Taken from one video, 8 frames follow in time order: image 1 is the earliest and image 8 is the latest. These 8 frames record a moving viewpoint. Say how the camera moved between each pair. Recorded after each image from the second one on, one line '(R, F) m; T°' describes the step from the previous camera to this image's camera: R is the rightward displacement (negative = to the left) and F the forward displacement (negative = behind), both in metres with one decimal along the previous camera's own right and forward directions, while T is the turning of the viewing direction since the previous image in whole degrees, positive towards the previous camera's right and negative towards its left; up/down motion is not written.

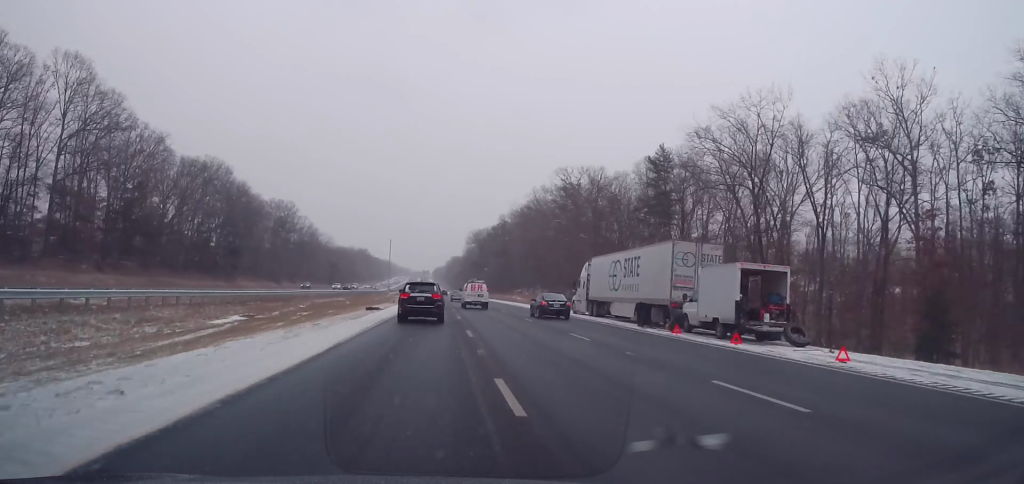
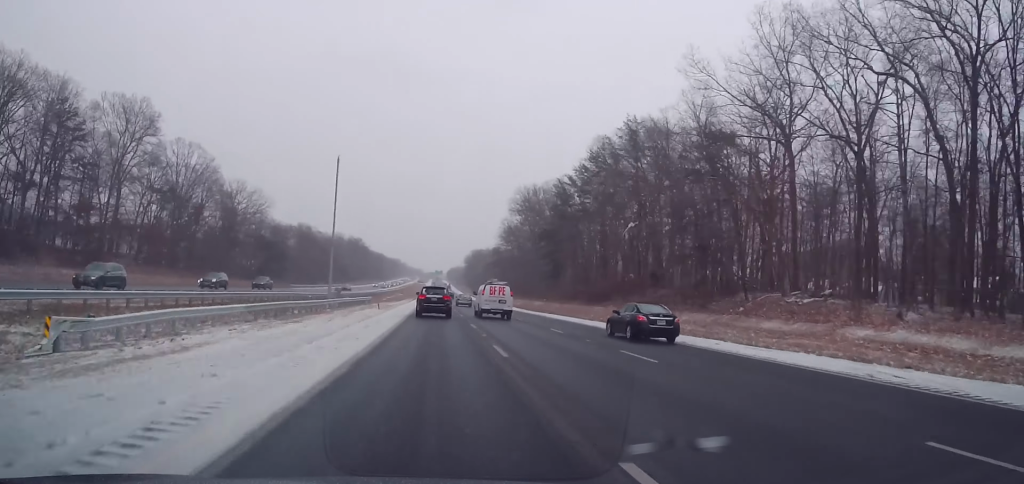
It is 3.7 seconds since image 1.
(-2.0, +115.9) m; -1°
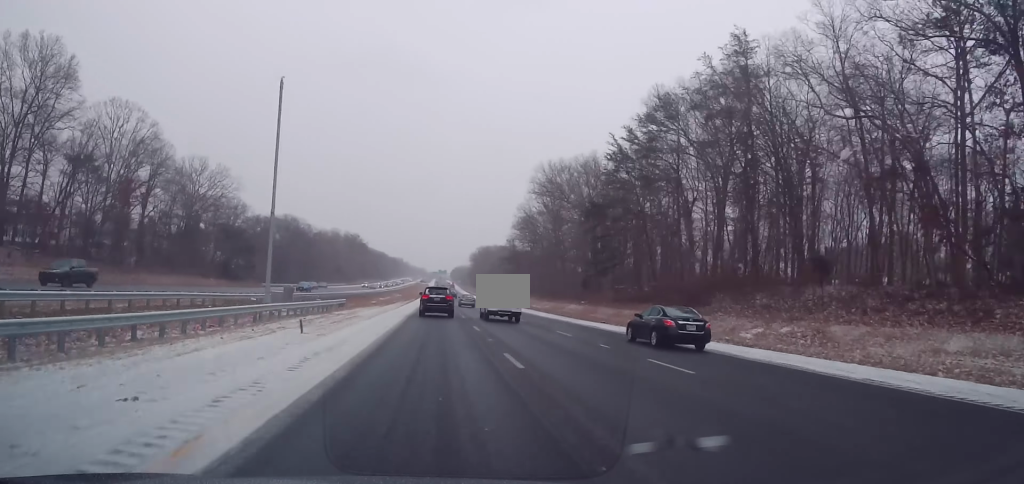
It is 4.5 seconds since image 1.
(0.0, +26.2) m; 0°
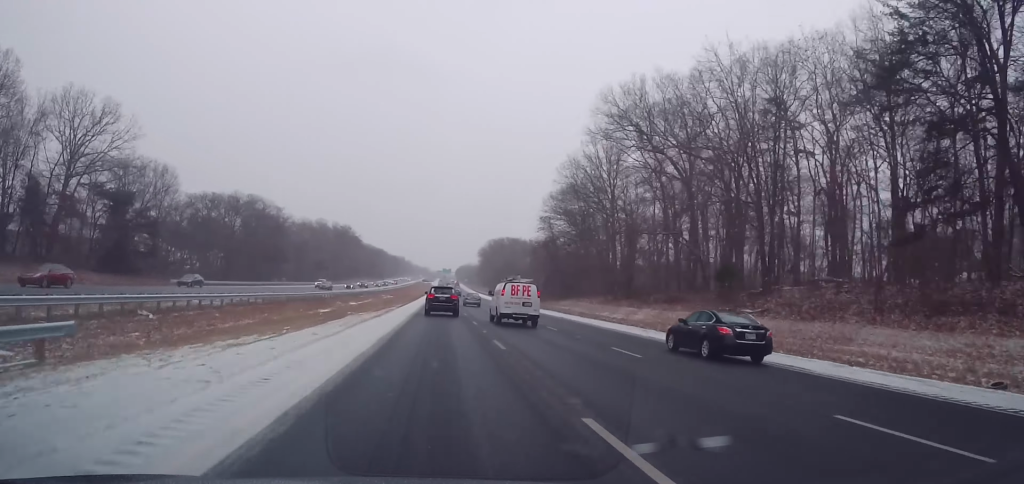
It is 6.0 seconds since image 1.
(+0.1, +45.2) m; 0°
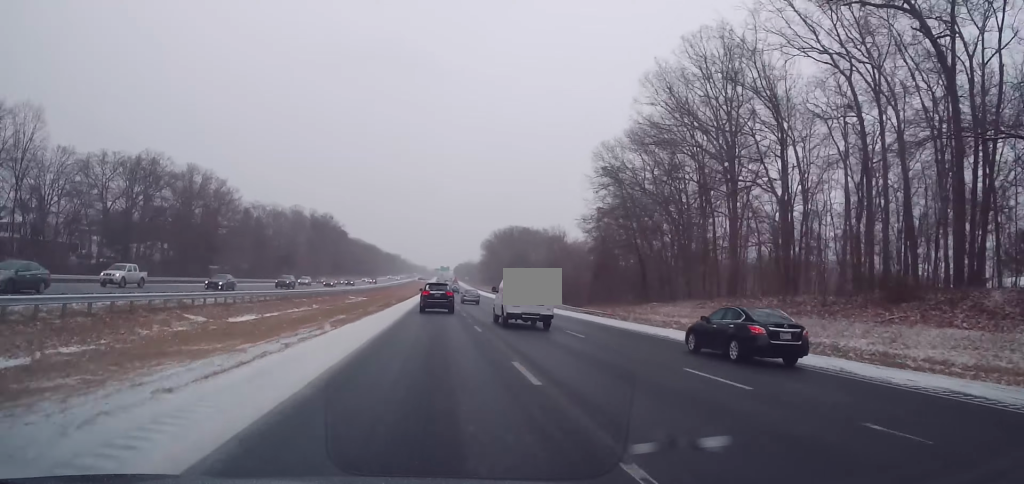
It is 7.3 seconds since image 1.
(-0.1, +39.6) m; 0°
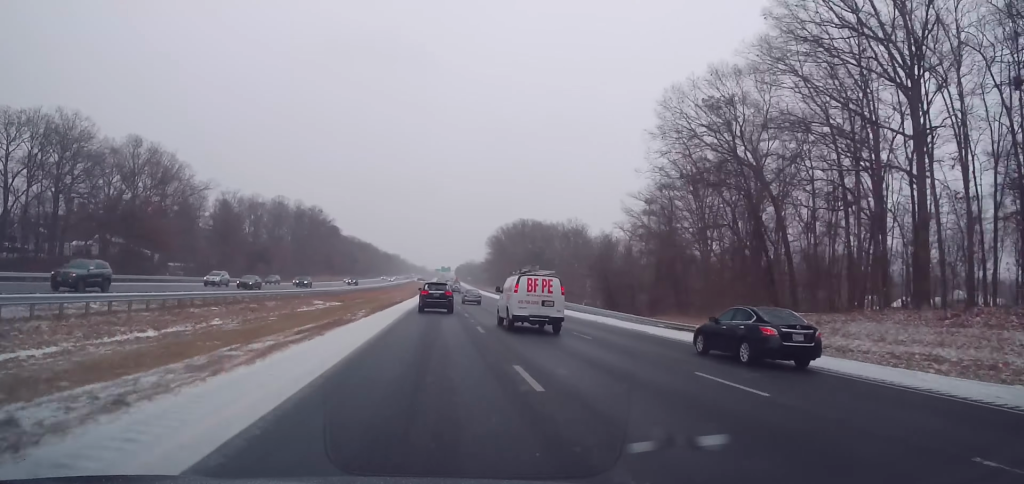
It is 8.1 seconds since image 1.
(0.0, +24.9) m; 0°
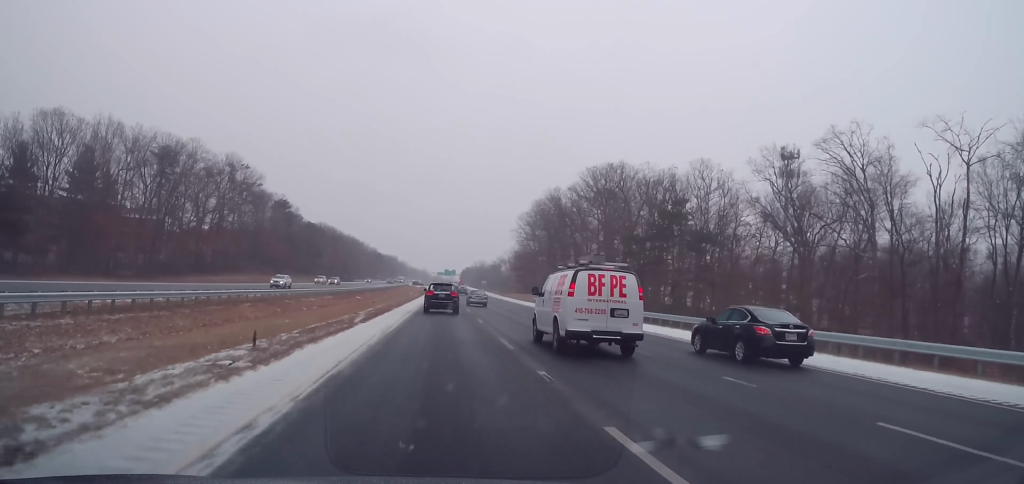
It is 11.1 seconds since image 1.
(-0.3, +89.6) m; 0°
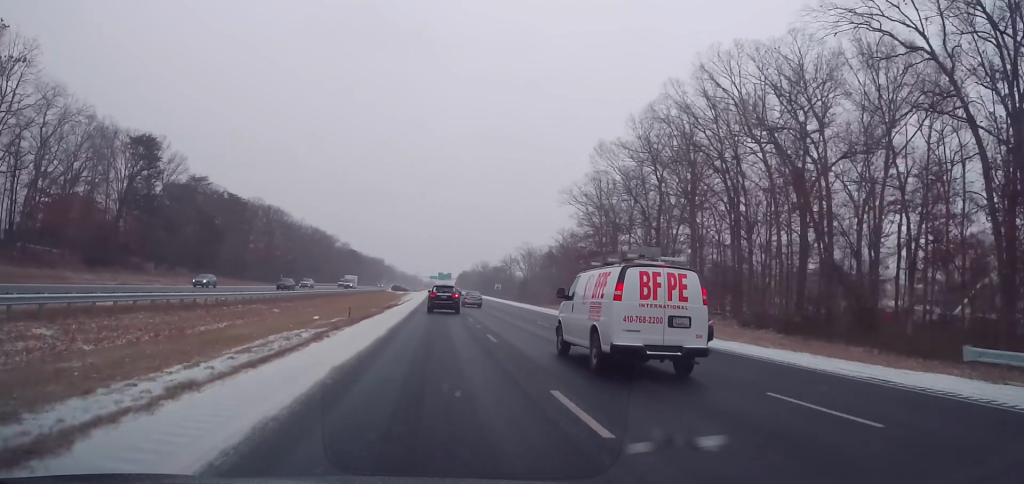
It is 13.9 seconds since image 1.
(+0.3, +81.8) m; 0°
